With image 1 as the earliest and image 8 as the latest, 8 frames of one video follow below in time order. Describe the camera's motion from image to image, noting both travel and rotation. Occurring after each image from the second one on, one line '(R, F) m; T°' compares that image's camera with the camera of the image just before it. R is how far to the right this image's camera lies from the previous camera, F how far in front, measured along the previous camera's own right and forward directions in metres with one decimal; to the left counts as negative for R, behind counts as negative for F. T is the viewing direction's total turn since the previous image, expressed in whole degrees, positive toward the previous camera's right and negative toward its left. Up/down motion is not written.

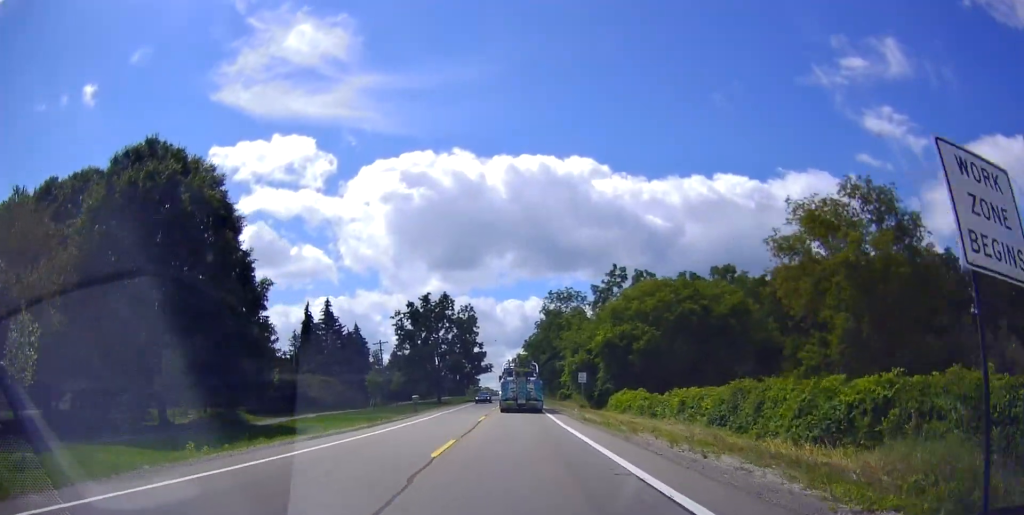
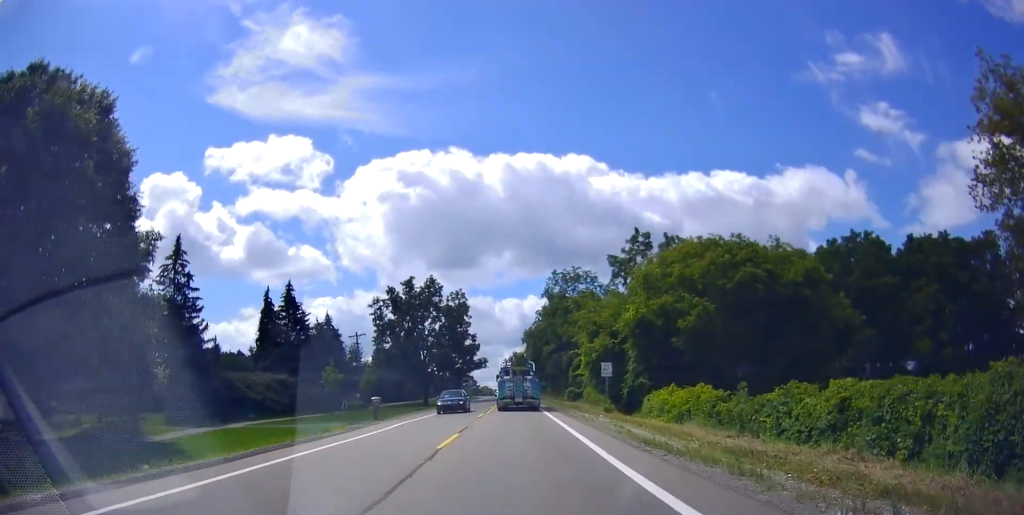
(-0.2, +12.6) m; -1°
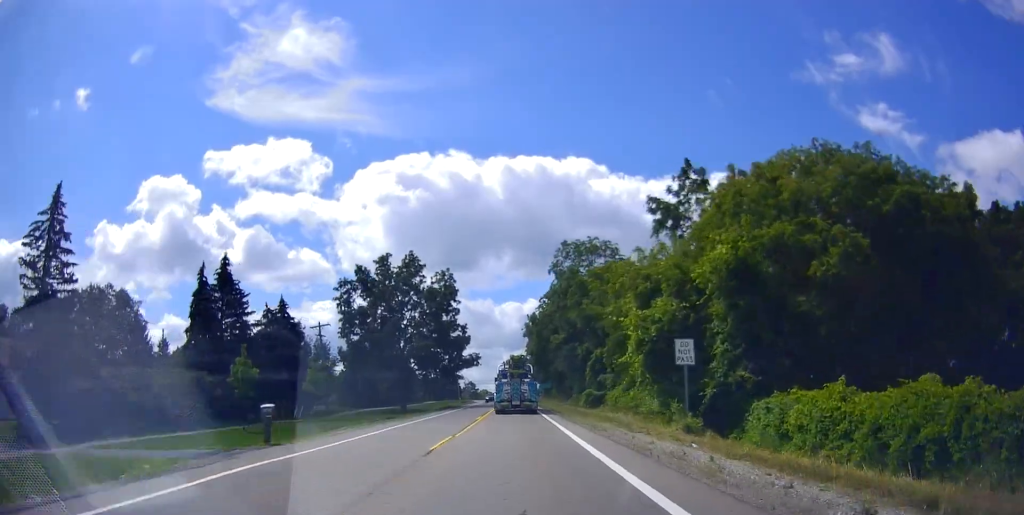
(-0.3, +15.0) m; +1°
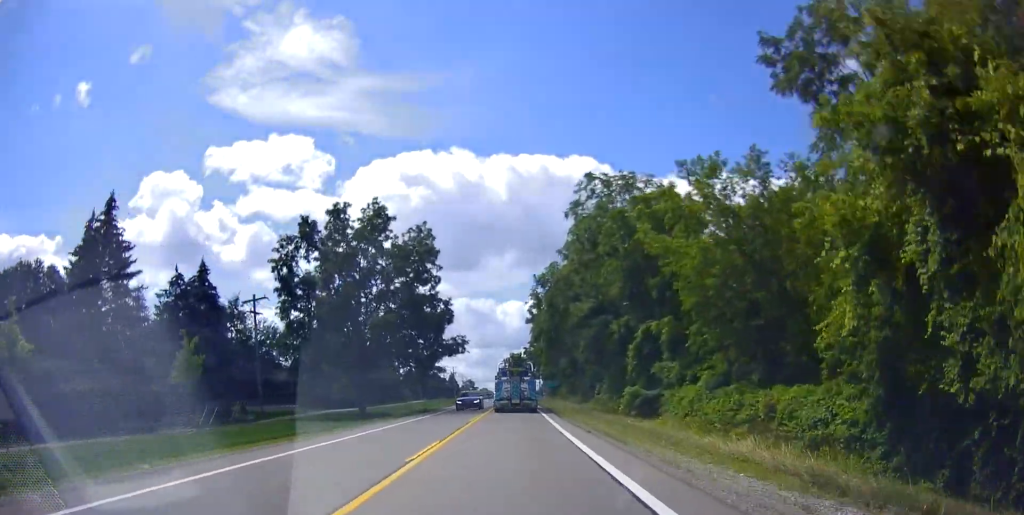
(+0.6, +16.9) m; +2°
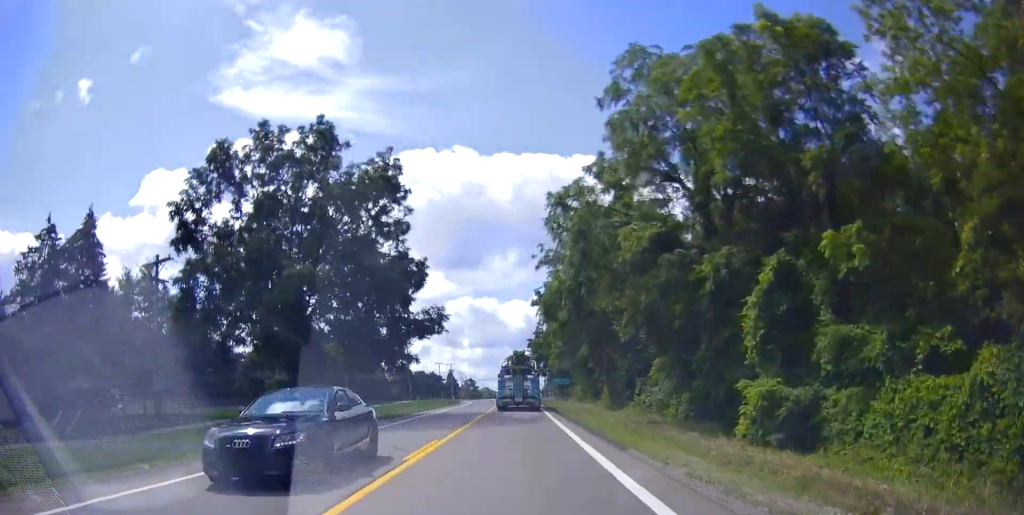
(0.0, +14.8) m; -1°
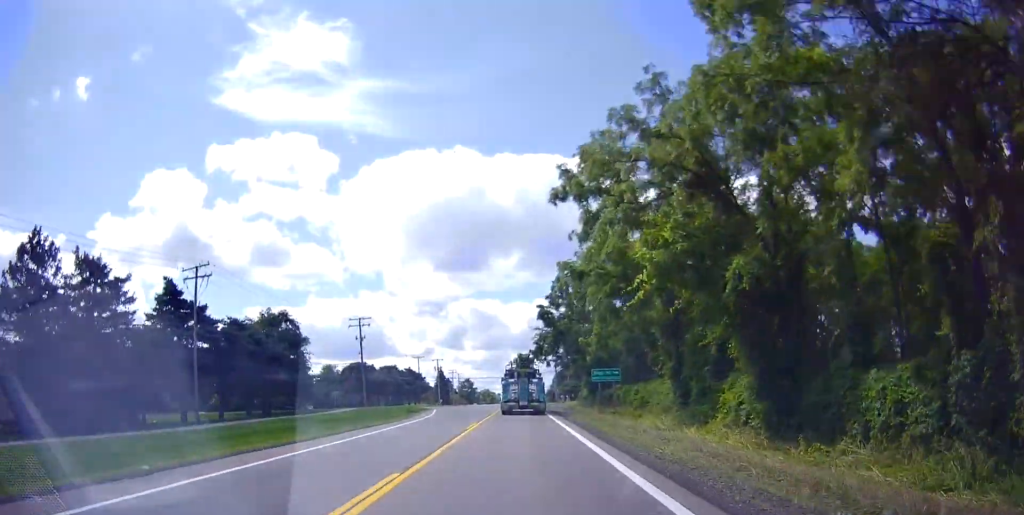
(+0.1, +35.4) m; +1°
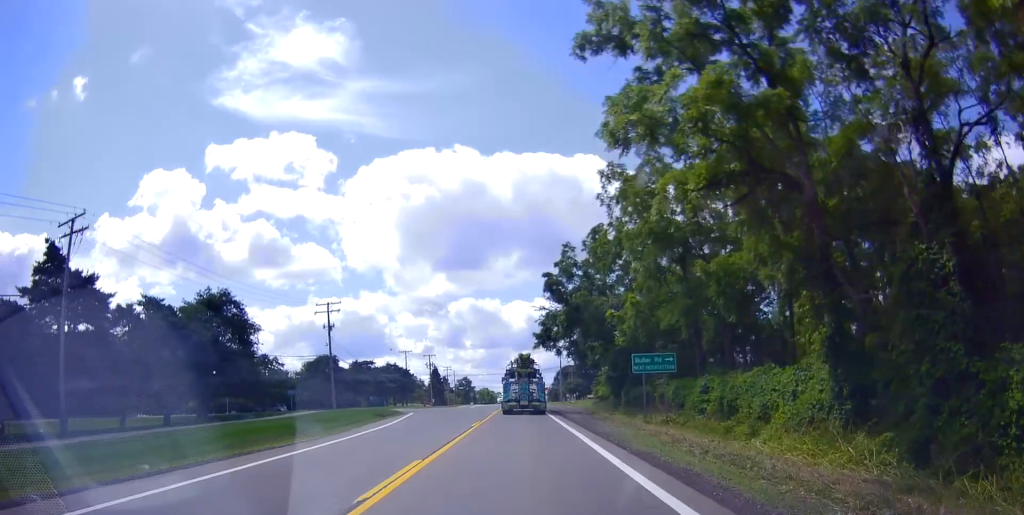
(+0.1, +13.5) m; -2°
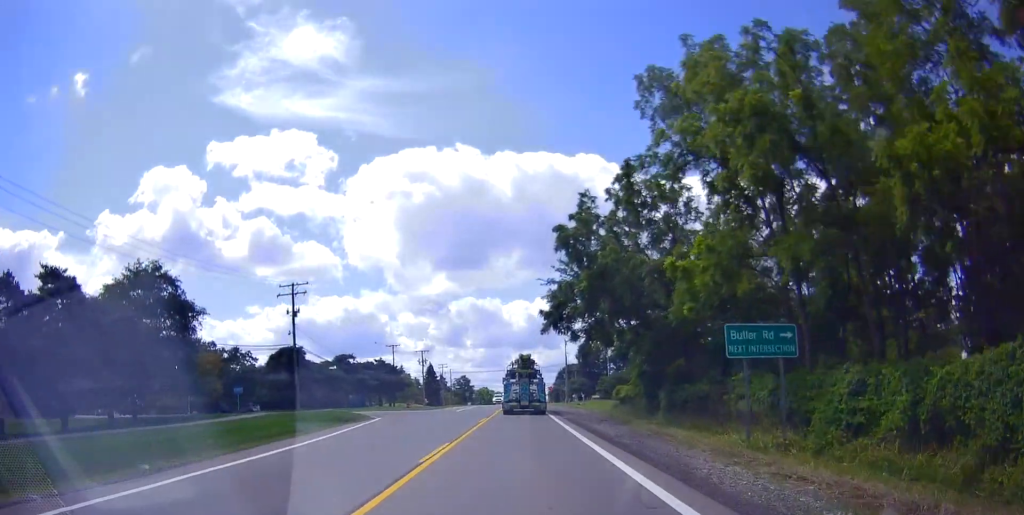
(-0.4, +11.0) m; -1°
